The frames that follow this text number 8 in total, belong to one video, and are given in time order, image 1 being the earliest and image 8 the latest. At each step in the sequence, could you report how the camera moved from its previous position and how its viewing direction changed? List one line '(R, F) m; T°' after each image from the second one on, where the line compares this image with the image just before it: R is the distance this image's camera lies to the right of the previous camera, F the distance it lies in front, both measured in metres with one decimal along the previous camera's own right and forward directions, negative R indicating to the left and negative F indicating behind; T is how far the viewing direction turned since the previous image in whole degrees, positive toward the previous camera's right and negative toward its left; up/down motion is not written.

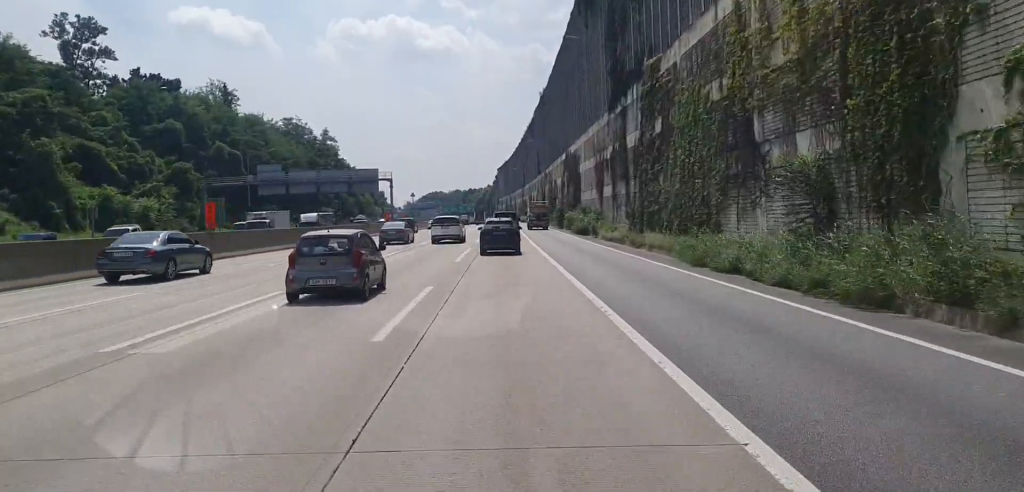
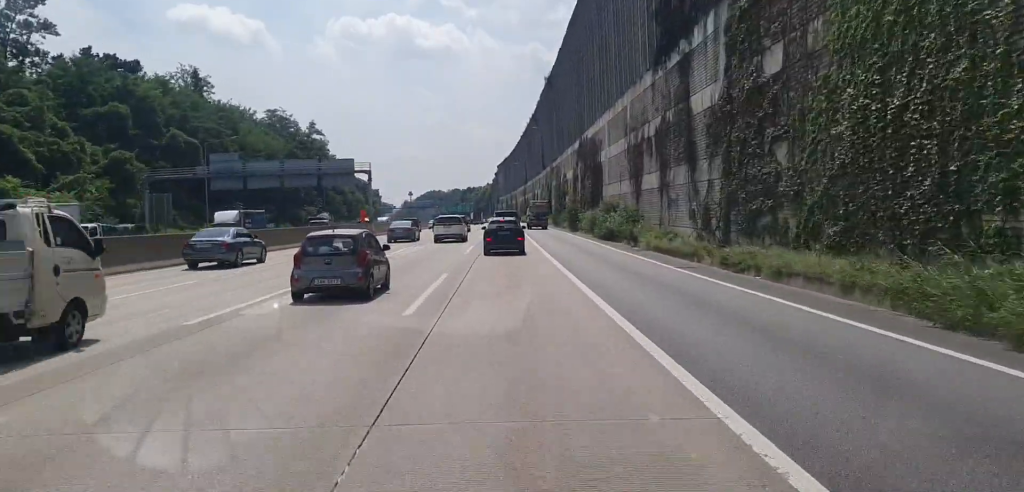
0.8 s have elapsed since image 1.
(-0.1, +16.7) m; 0°
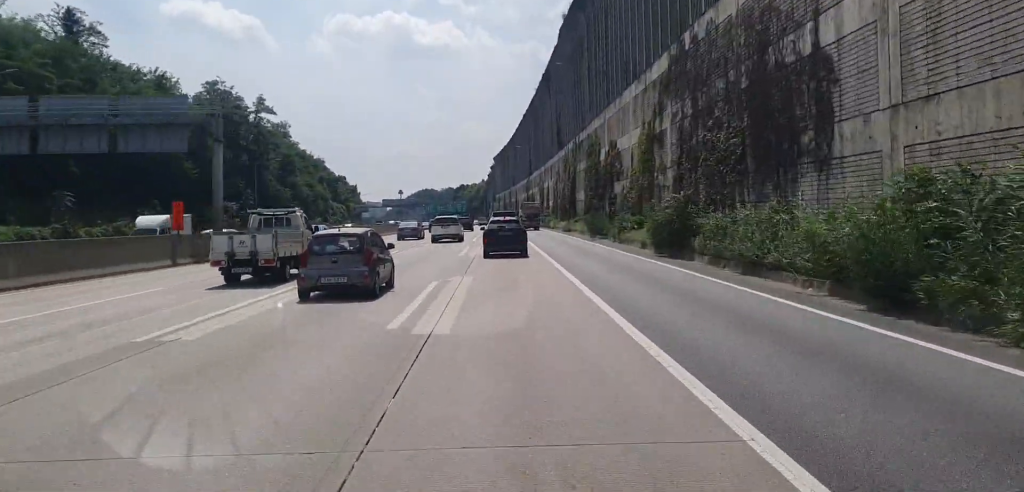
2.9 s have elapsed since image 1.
(0.0, +42.9) m; +1°
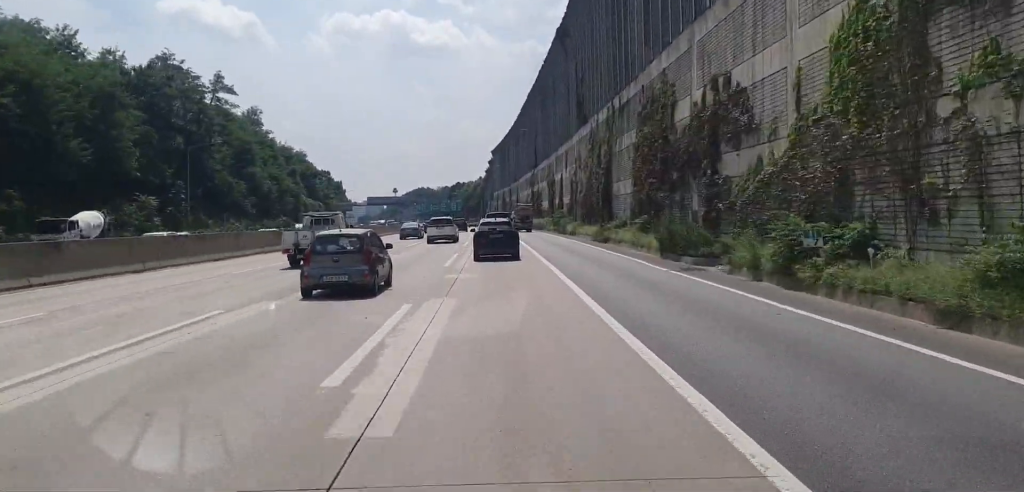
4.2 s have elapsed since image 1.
(+0.5, +25.2) m; -1°
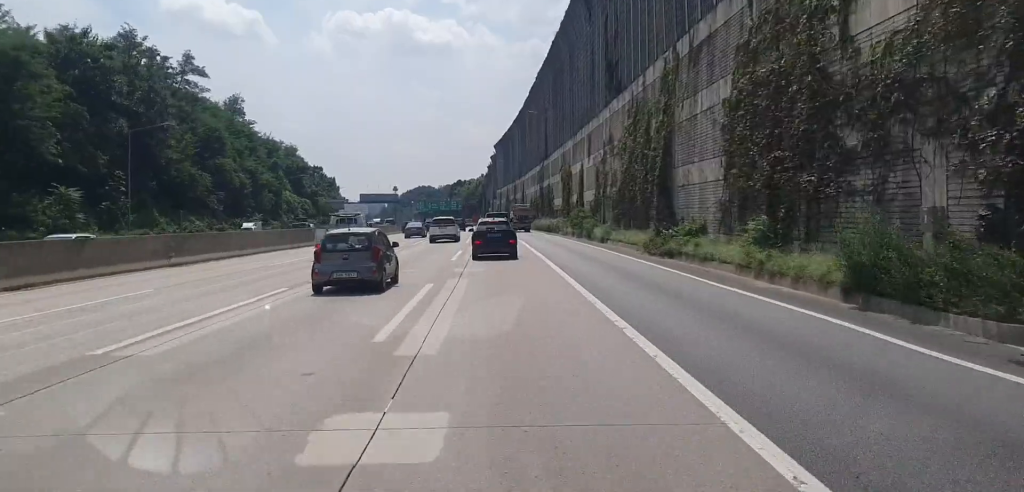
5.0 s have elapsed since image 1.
(-0.8, +16.3) m; -1°
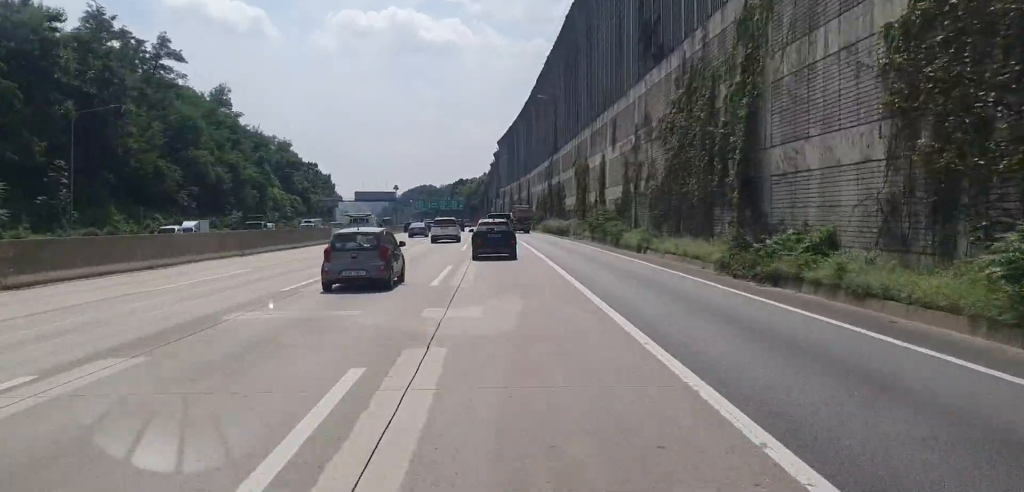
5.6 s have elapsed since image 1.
(+0.2, +10.9) m; +1°
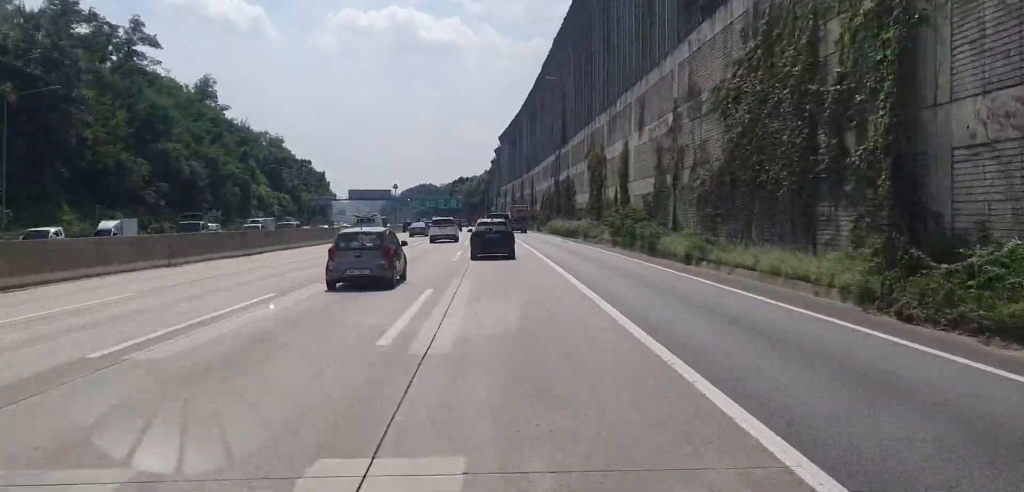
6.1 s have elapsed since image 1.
(+0.2, +9.0) m; +1°
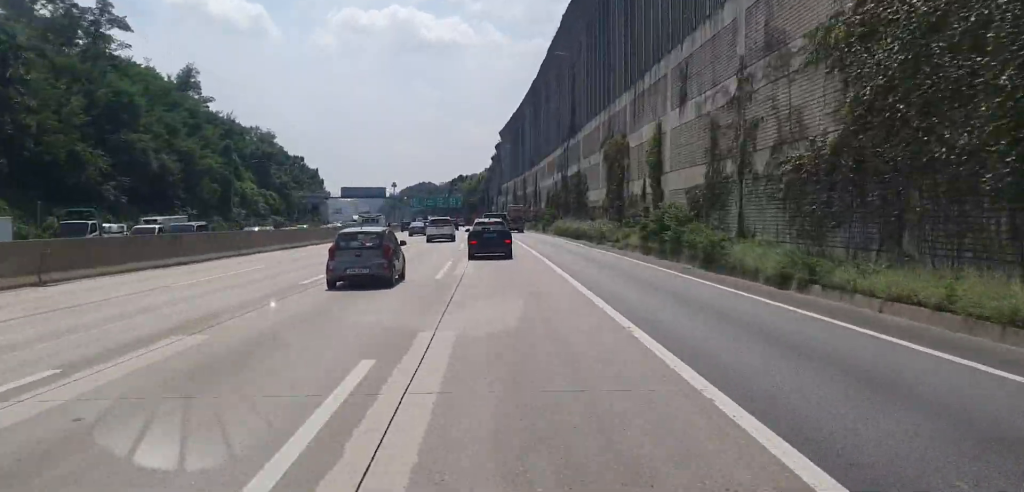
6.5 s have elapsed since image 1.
(0.0, +8.3) m; 0°
